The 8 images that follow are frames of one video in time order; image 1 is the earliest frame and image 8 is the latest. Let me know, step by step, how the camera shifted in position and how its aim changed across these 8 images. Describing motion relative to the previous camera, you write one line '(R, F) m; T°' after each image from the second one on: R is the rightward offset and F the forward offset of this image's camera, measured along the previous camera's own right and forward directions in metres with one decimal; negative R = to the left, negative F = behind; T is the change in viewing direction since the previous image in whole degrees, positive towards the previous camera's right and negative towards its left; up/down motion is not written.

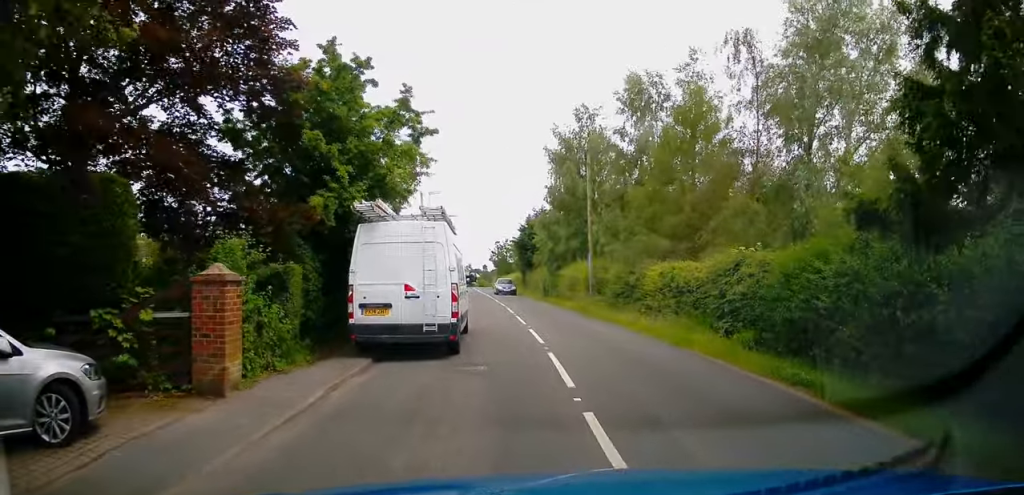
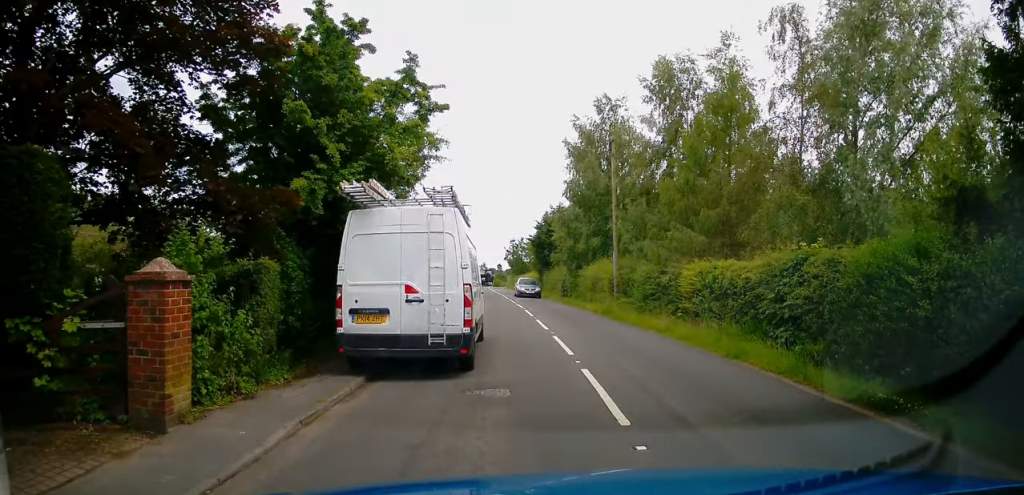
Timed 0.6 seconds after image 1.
(0.0, +2.5) m; -2°
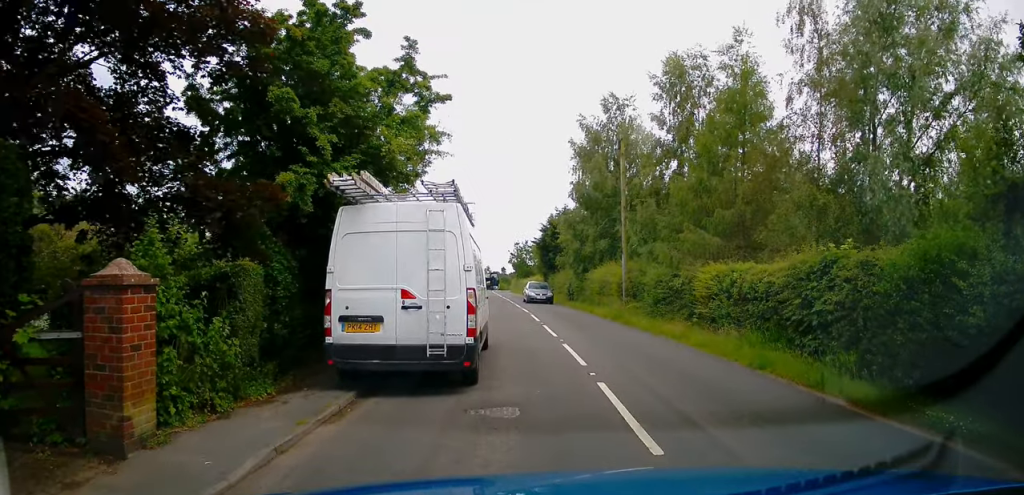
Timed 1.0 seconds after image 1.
(0.0, +1.1) m; -2°
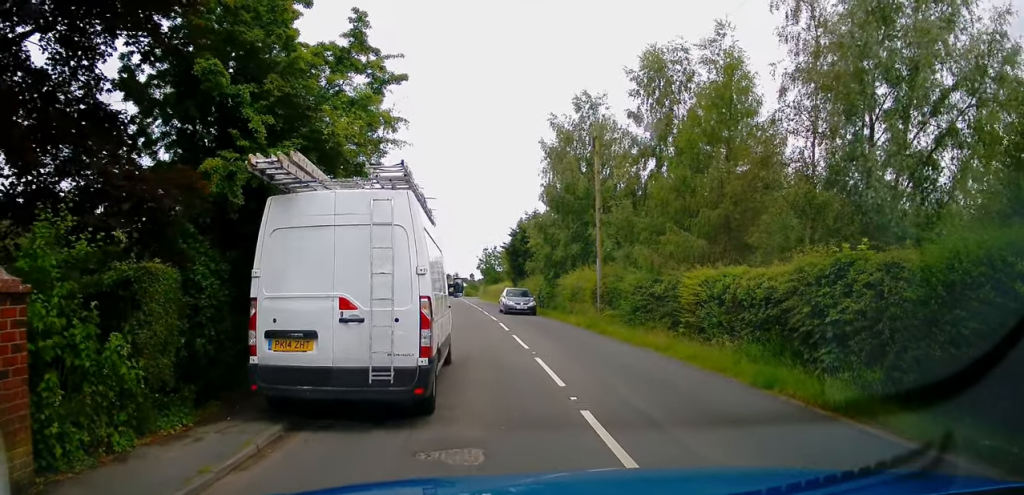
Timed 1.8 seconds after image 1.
(-0.1, +1.8) m; +3°
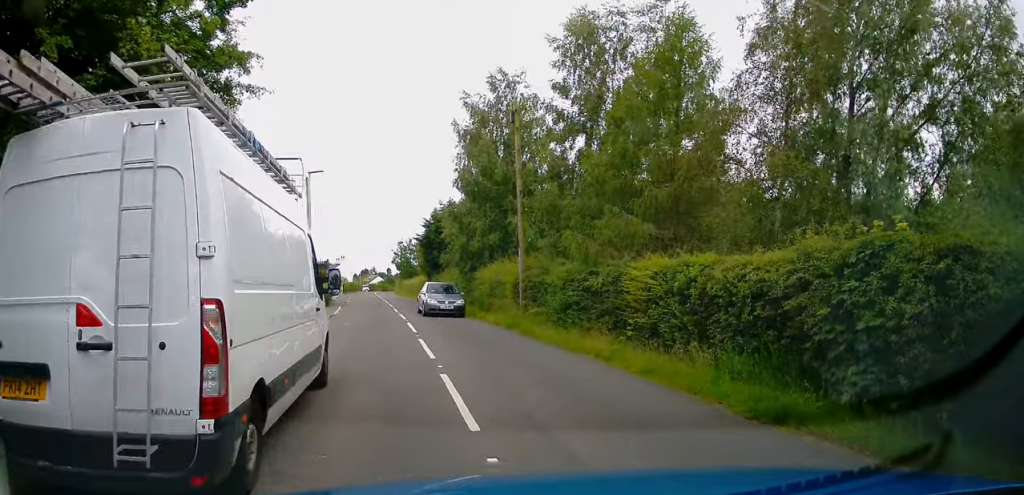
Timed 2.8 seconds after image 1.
(+0.2, +2.3) m; +9°
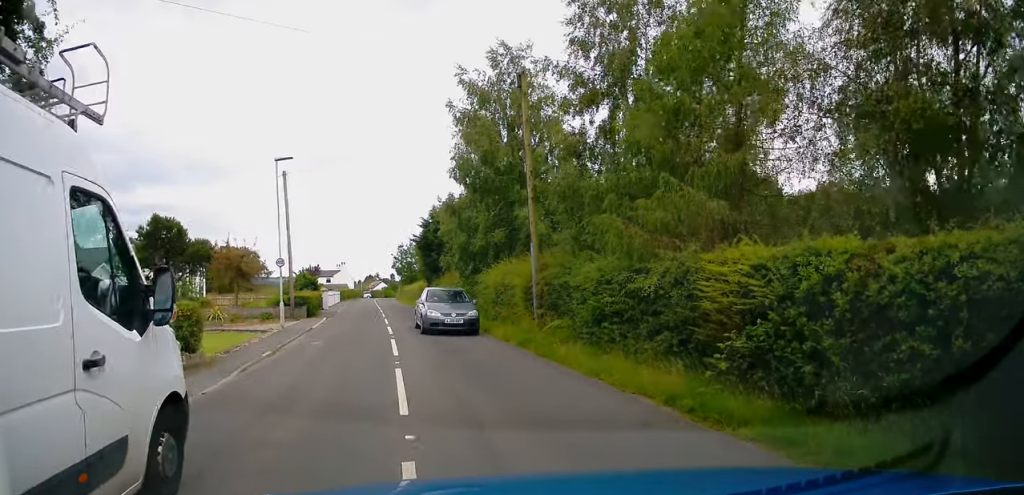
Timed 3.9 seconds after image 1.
(+0.3, +3.9) m; -3°
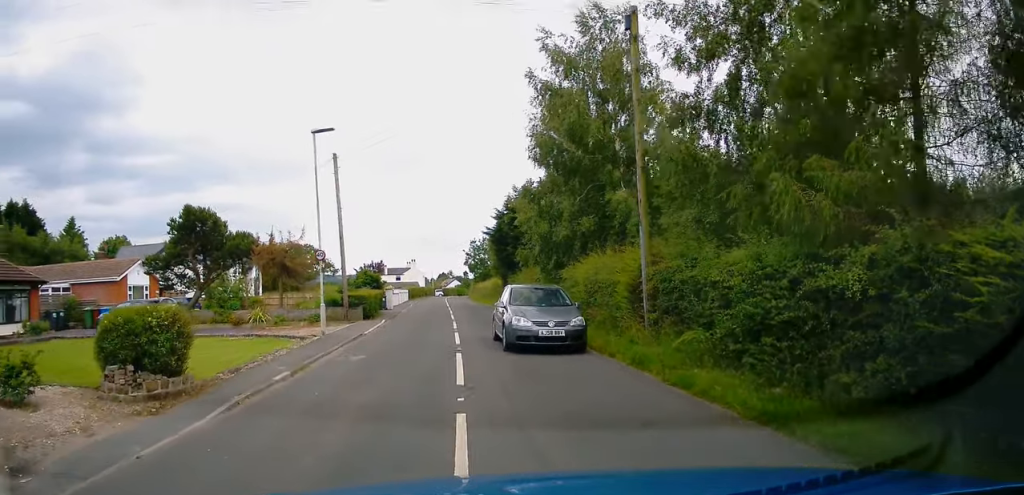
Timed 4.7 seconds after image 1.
(-0.3, +3.8) m; -8°
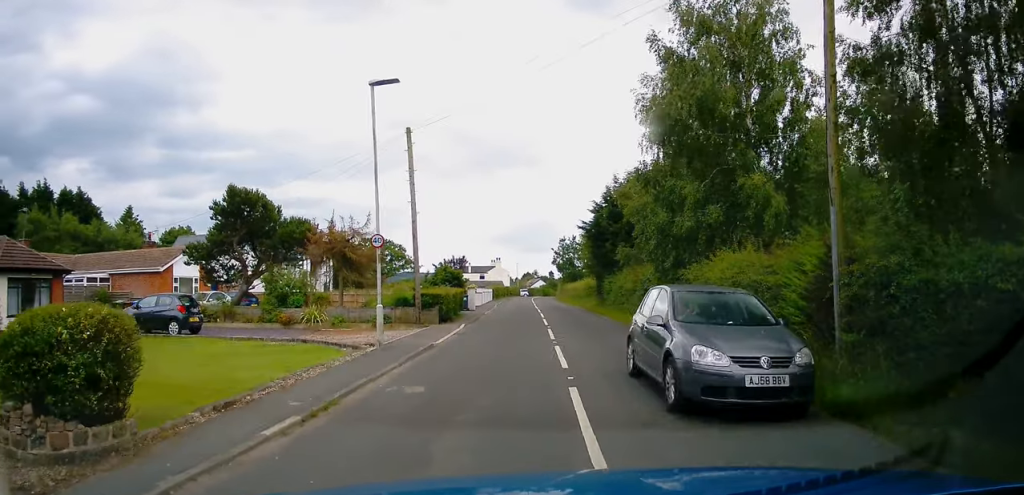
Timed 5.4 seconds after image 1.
(-0.3, +4.1) m; -5°
